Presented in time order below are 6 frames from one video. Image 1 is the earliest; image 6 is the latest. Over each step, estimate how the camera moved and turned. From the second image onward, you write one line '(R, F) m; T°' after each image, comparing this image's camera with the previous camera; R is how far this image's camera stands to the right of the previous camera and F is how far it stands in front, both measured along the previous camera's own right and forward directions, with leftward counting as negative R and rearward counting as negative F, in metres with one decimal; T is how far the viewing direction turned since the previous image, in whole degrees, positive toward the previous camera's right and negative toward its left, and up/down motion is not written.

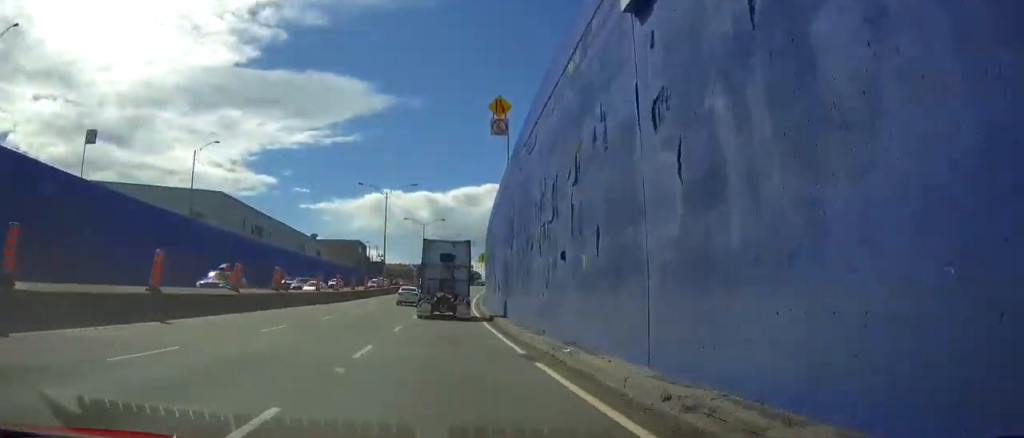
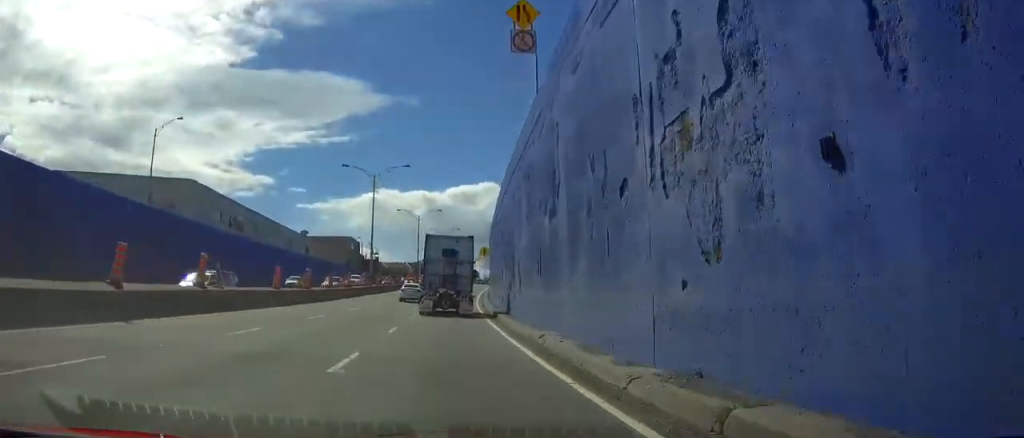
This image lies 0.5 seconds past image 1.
(0.0, +11.9) m; +1°
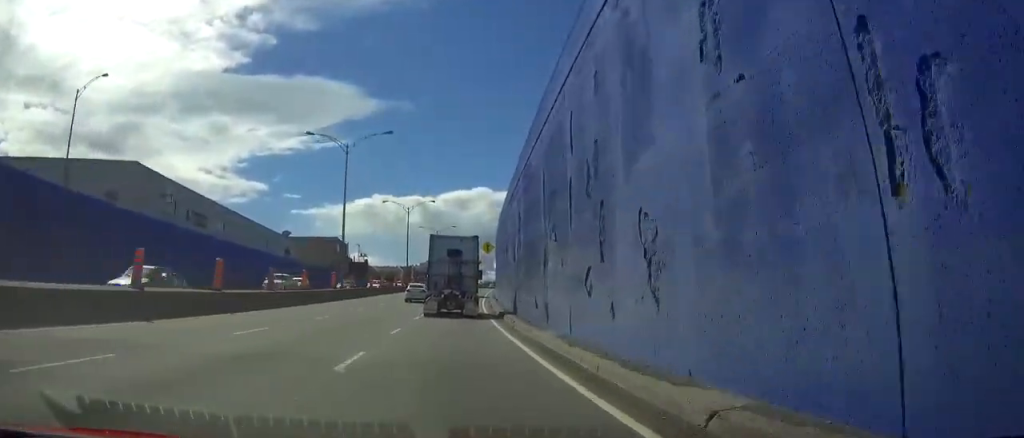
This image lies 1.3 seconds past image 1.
(+0.1, +17.8) m; +2°
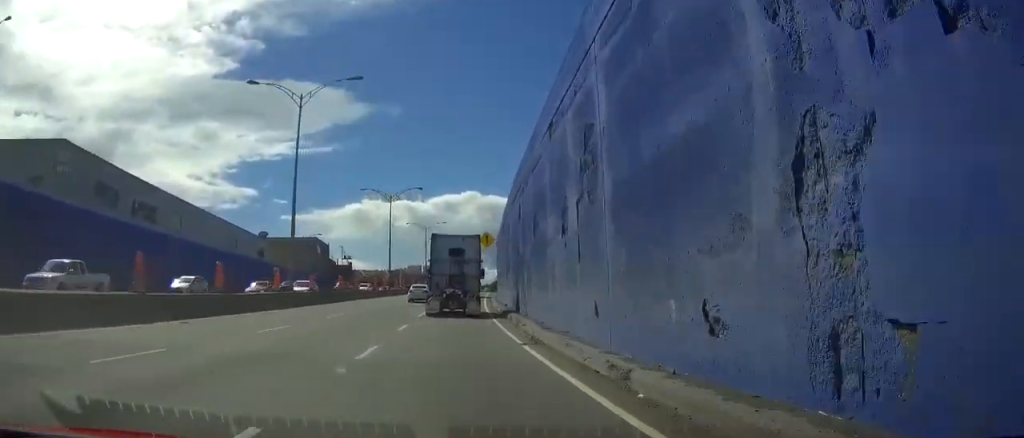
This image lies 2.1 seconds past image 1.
(+0.6, +16.2) m; +2°
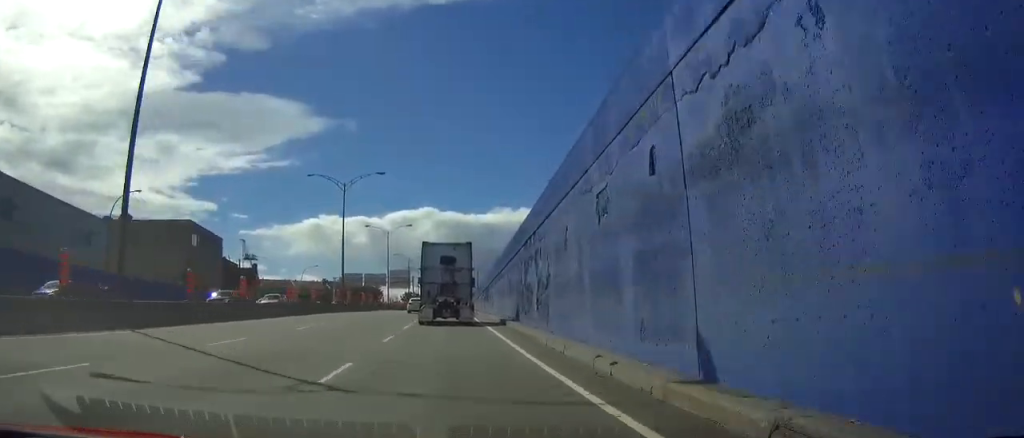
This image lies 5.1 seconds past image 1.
(+1.8, +65.8) m; +2°
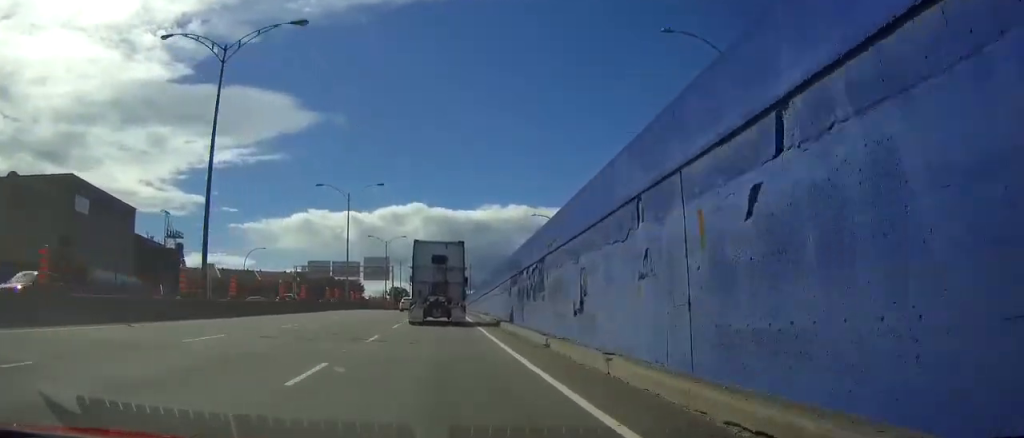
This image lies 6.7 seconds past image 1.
(0.0, +36.1) m; 0°
